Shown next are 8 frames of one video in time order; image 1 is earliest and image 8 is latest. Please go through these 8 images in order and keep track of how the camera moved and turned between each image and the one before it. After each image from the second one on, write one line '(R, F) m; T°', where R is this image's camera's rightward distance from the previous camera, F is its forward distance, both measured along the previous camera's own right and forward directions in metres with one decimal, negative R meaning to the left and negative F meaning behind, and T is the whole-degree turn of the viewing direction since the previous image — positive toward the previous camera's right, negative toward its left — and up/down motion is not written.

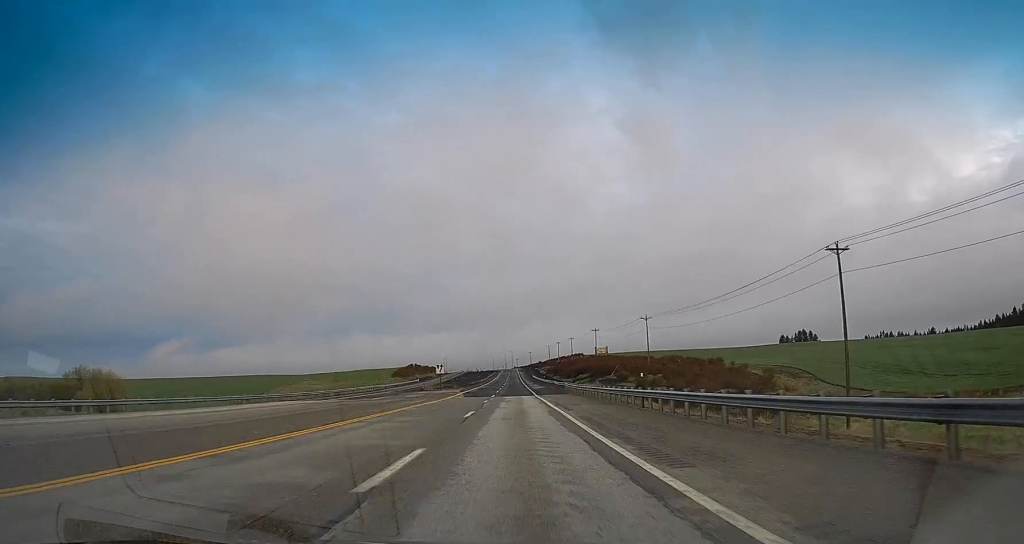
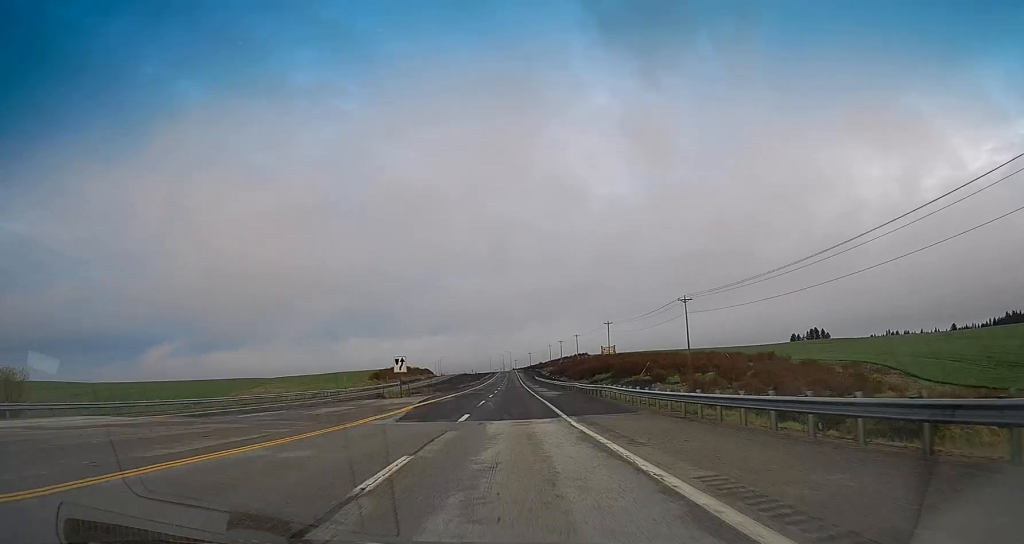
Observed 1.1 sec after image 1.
(-0.2, +32.0) m; 0°
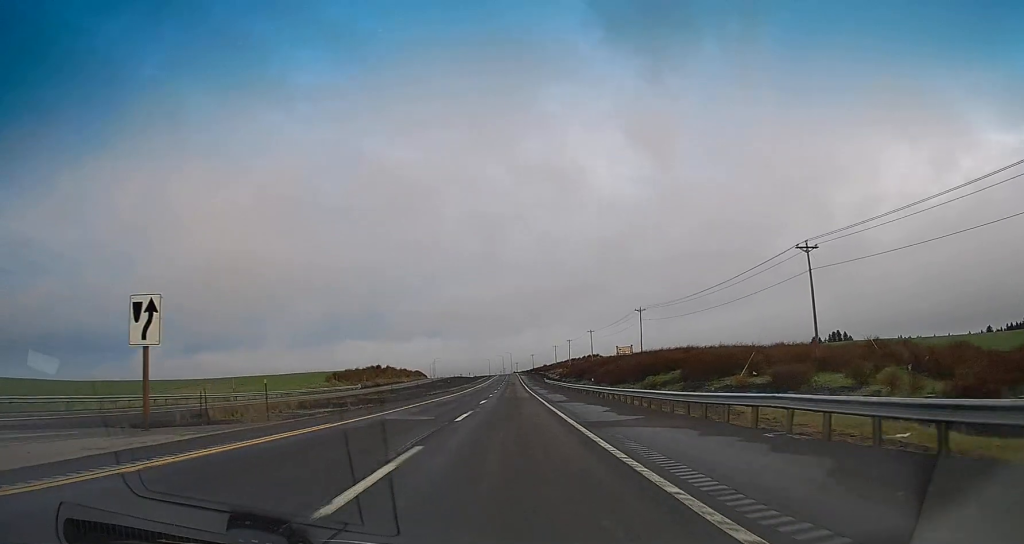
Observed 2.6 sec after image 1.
(0.0, +44.5) m; 0°
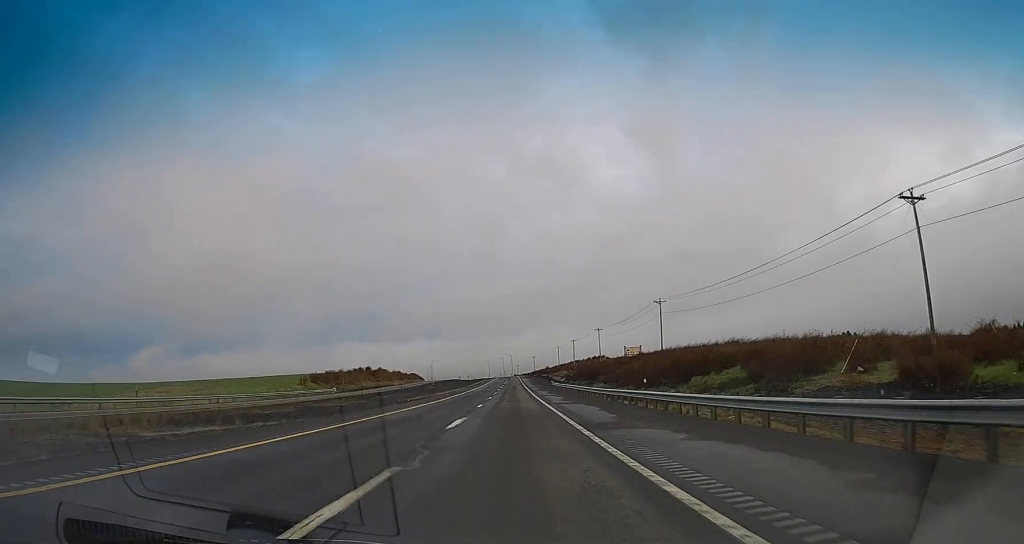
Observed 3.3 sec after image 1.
(-0.1, +18.3) m; 0°
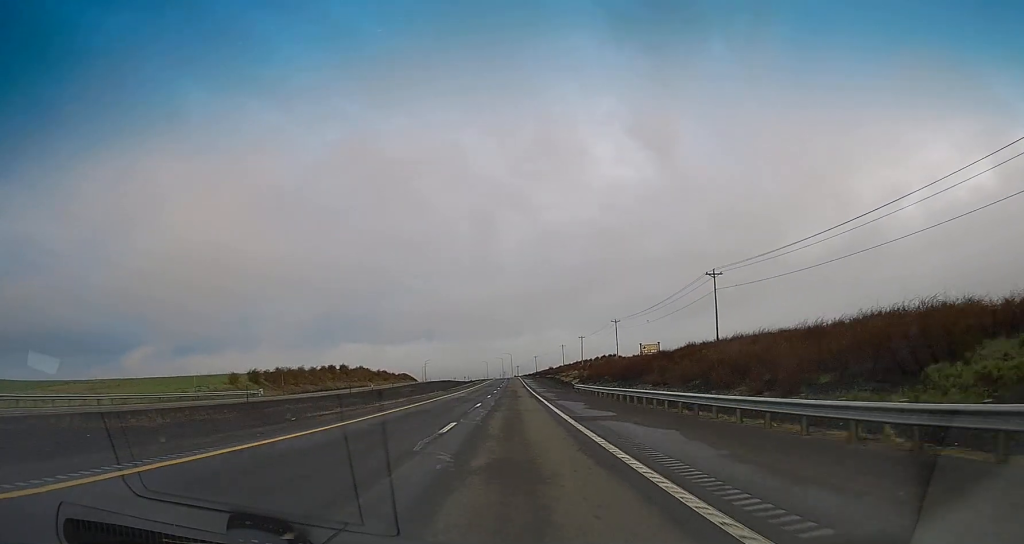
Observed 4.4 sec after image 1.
(+0.3, +32.7) m; 0°
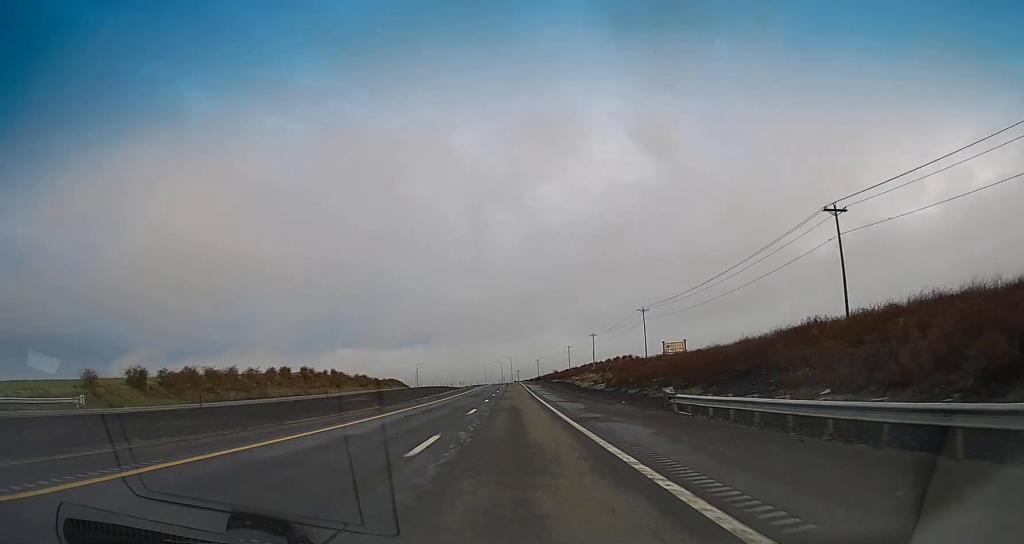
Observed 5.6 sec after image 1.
(-0.4, +35.7) m; -1°
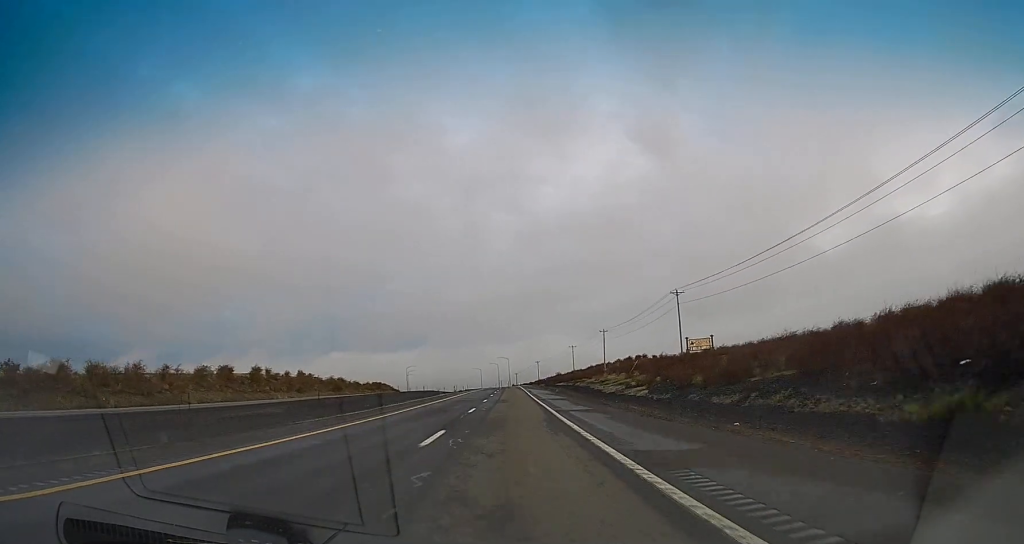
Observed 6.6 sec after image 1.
(0.0, +29.0) m; 0°
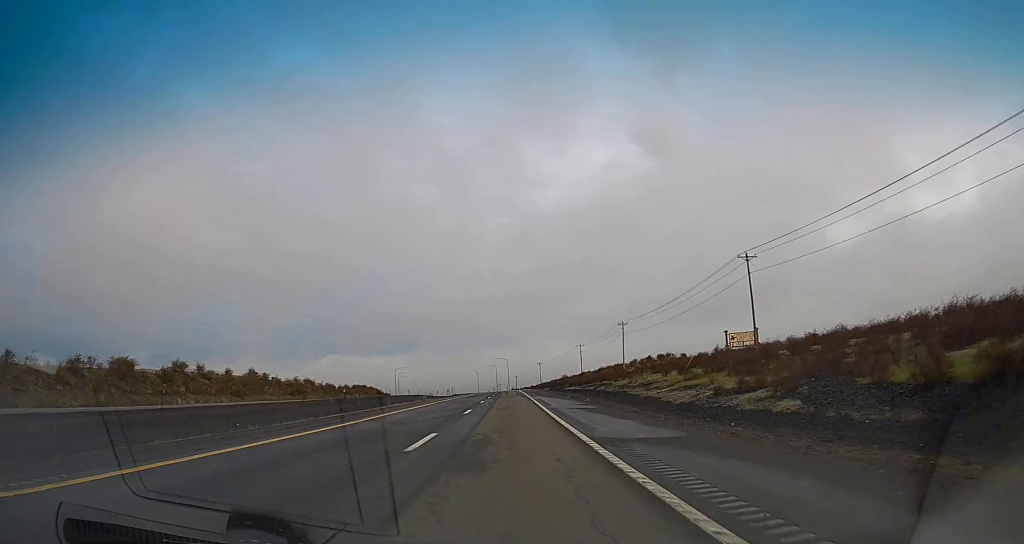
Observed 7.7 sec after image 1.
(+0.2, +31.9) m; +1°
